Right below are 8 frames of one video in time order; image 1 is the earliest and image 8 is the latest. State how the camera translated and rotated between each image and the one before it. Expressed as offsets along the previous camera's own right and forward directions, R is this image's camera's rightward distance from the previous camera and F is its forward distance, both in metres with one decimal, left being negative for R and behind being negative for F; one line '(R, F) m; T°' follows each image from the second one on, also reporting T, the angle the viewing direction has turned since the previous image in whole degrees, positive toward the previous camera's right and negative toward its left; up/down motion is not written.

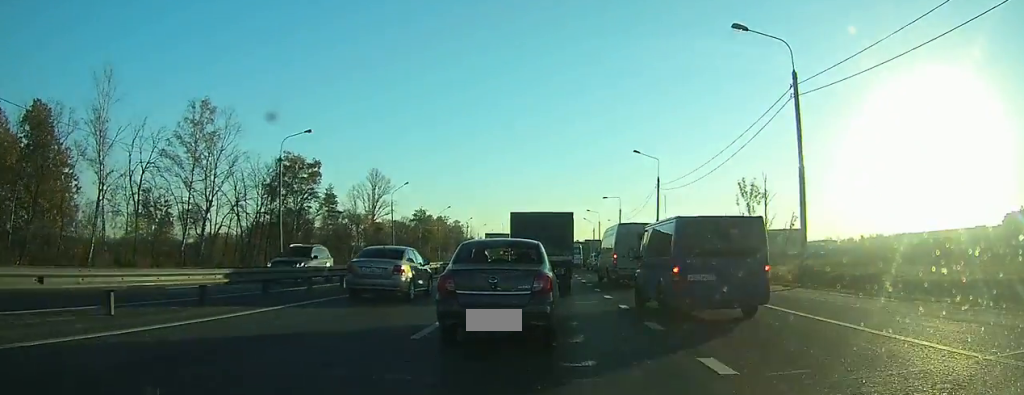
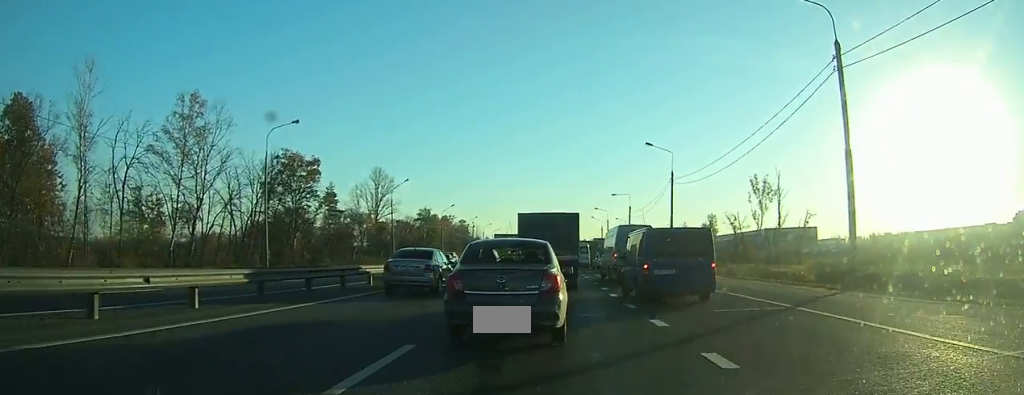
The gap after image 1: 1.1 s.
(0.0, +3.8) m; -2°
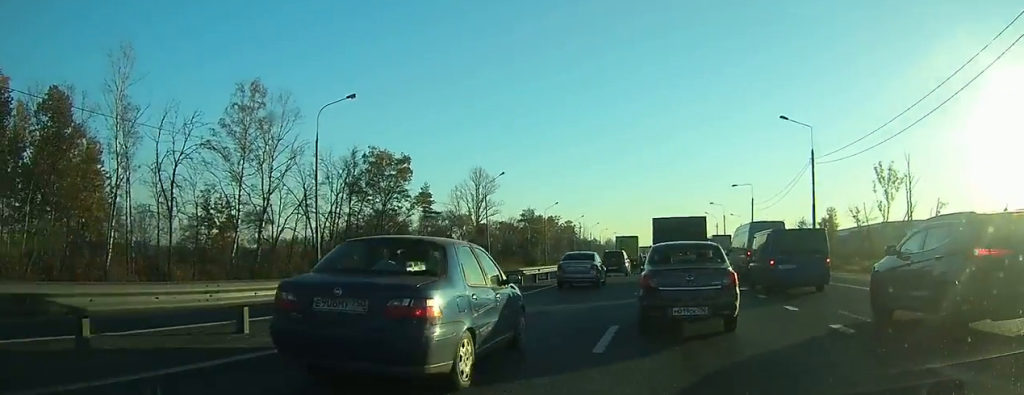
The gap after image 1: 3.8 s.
(-0.6, +10.1) m; -5°
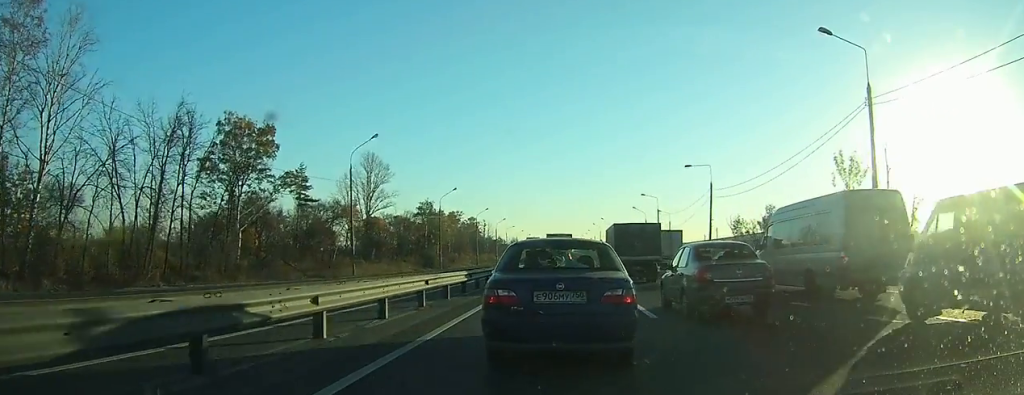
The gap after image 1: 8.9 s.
(+1.3, +19.4) m; +10°
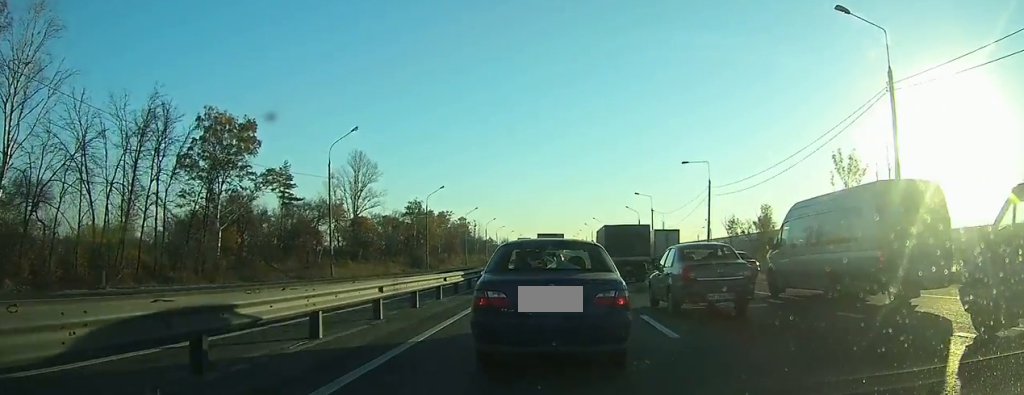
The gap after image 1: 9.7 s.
(0.0, +2.6) m; 0°
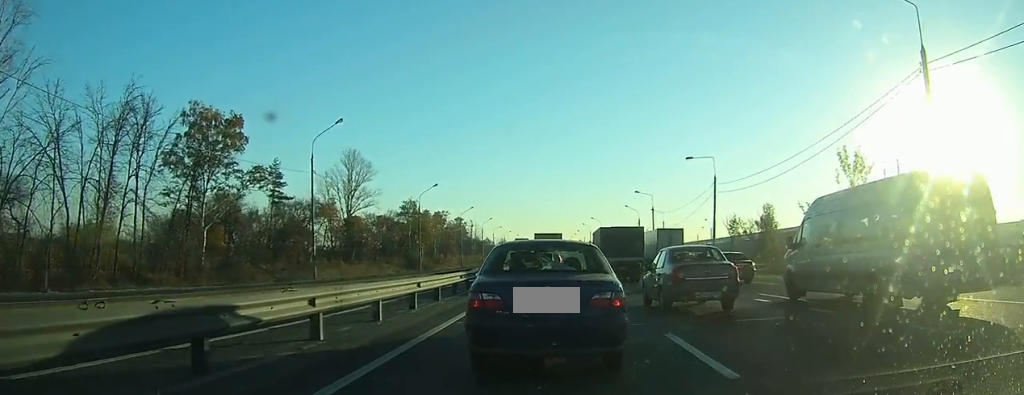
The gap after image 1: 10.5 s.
(0.0, +2.8) m; 0°
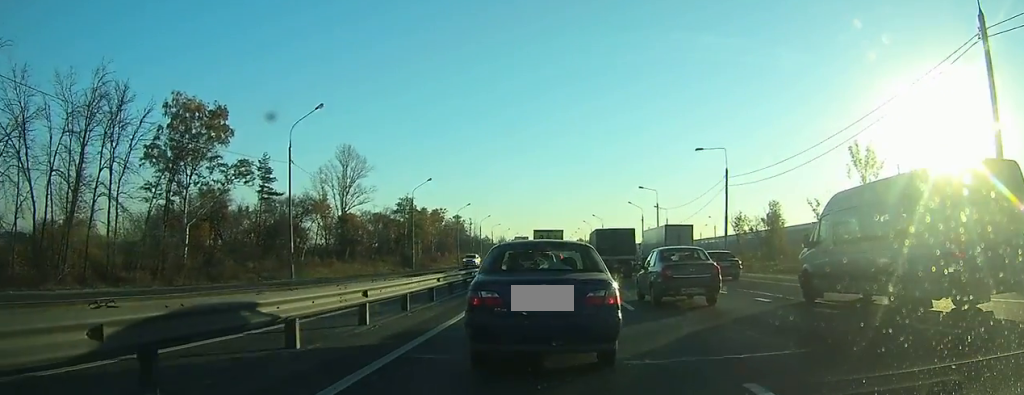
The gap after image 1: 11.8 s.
(-0.1, +3.6) m; -1°
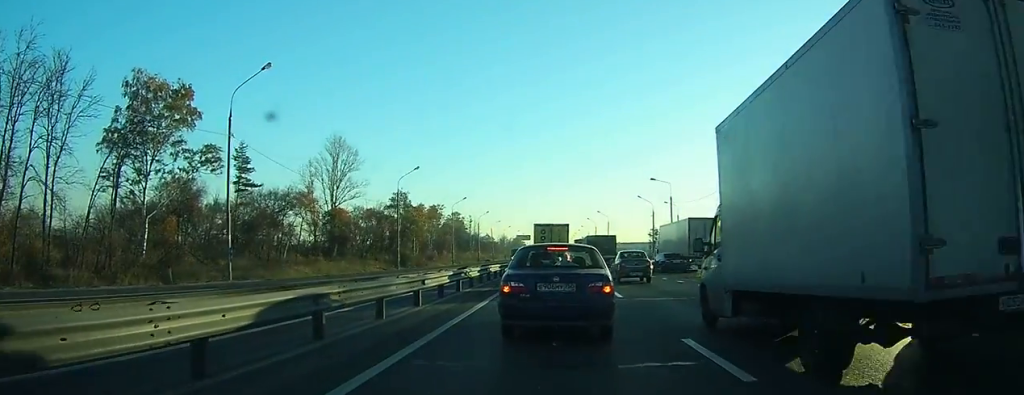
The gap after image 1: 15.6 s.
(-0.1, +9.3) m; +1°
